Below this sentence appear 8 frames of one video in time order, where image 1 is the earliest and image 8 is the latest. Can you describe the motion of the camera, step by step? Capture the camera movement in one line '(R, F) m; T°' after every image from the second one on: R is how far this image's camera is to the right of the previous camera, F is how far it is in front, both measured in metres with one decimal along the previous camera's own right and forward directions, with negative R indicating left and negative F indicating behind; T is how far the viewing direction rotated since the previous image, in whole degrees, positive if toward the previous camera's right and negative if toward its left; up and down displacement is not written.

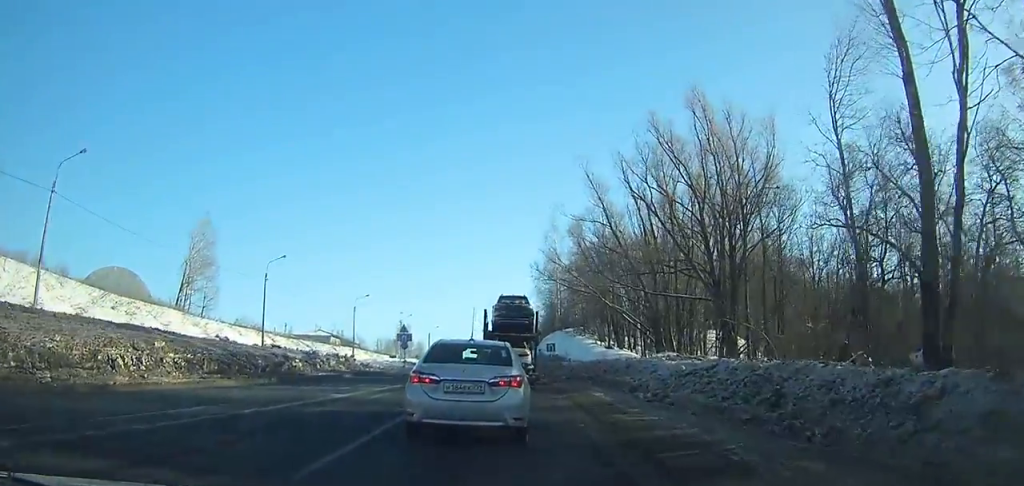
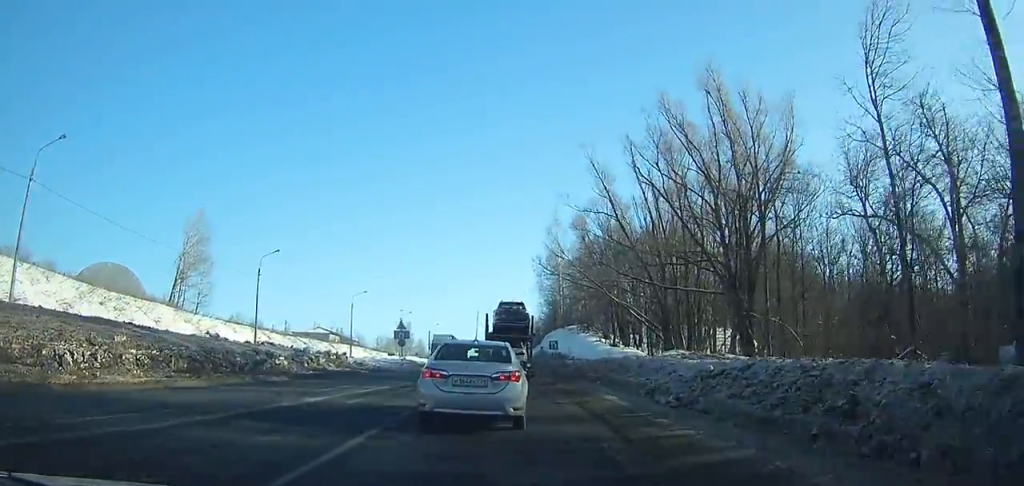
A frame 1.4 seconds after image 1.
(0.0, +3.8) m; -1°
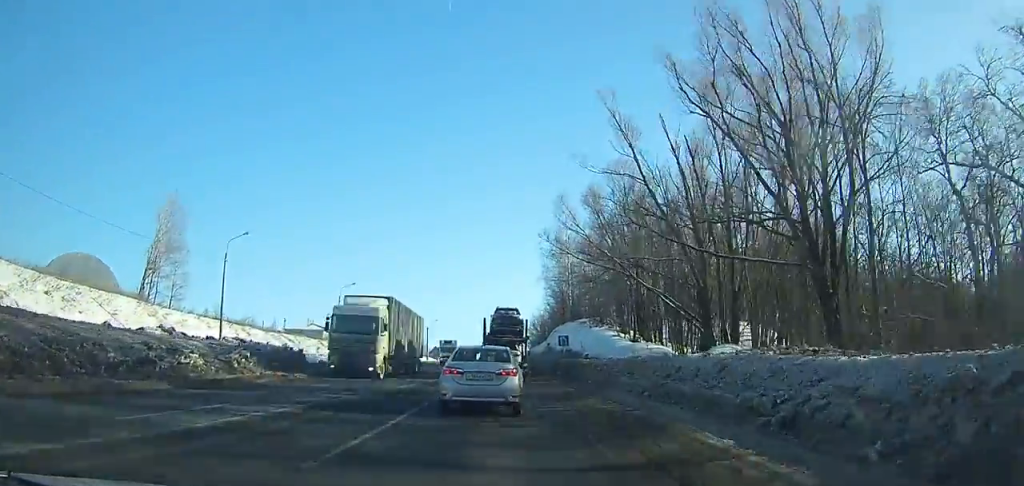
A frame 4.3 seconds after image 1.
(-0.1, +9.4) m; -1°
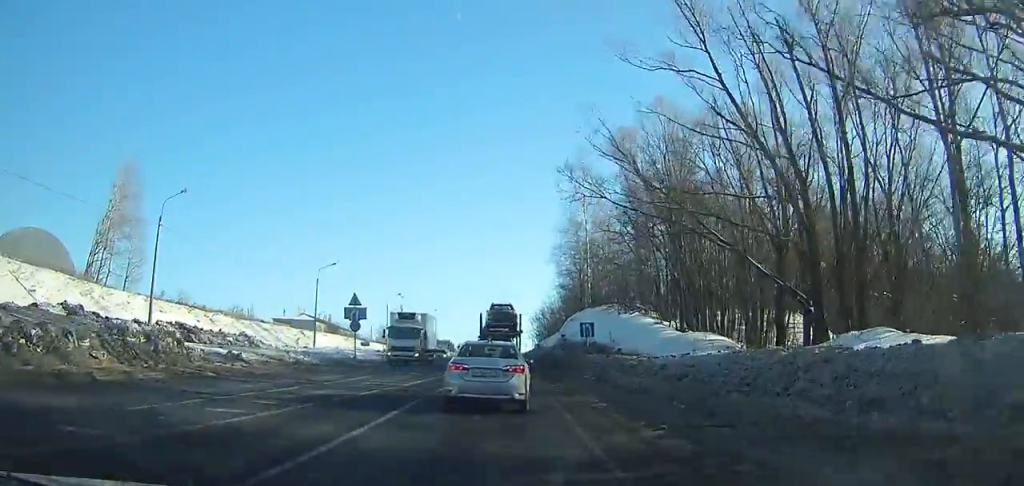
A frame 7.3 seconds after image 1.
(0.0, +12.5) m; -1°
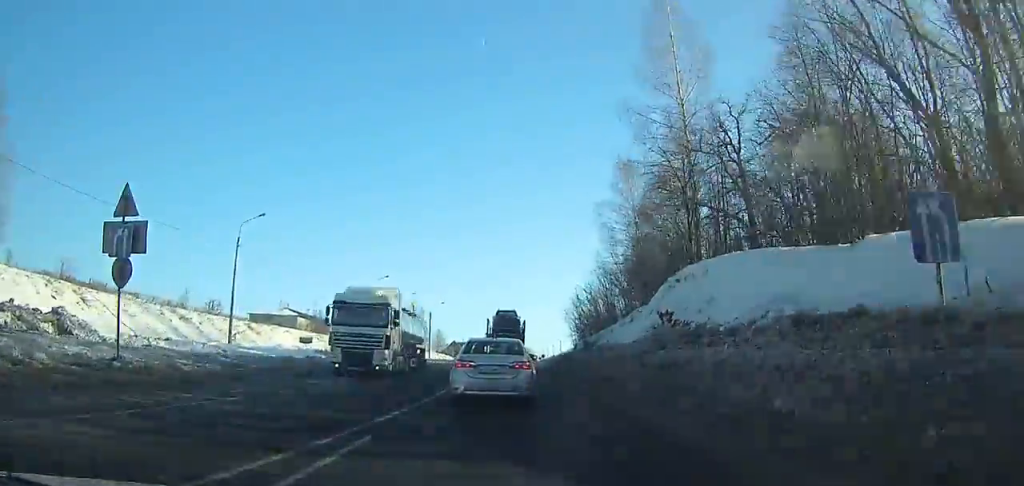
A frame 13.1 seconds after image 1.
(-1.1, +30.9) m; -4°
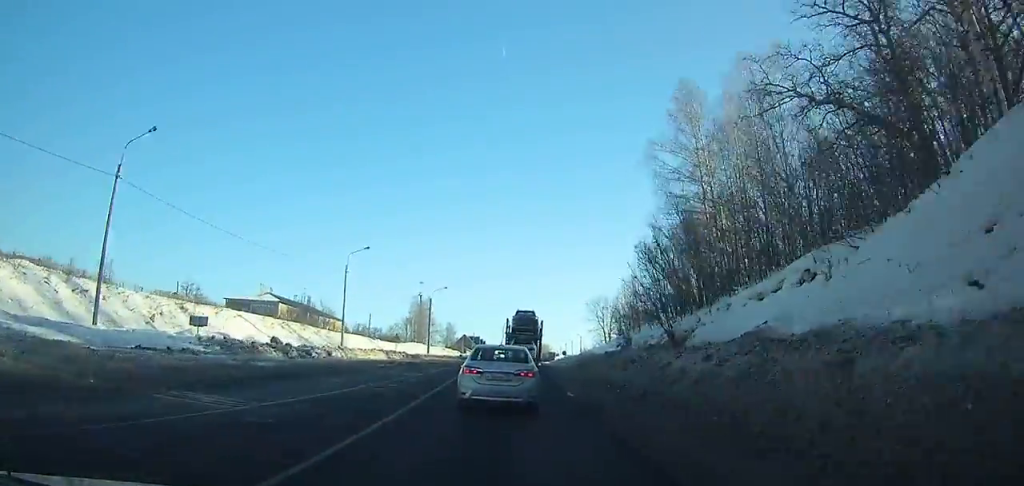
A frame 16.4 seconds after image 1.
(-0.3, +21.3) m; -2°
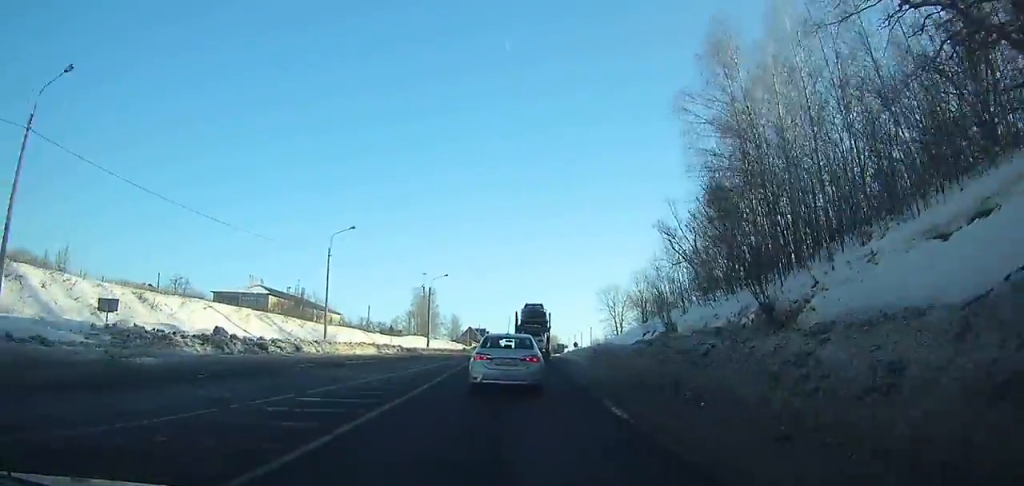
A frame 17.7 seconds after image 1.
(+0.1, +8.9) m; -1°
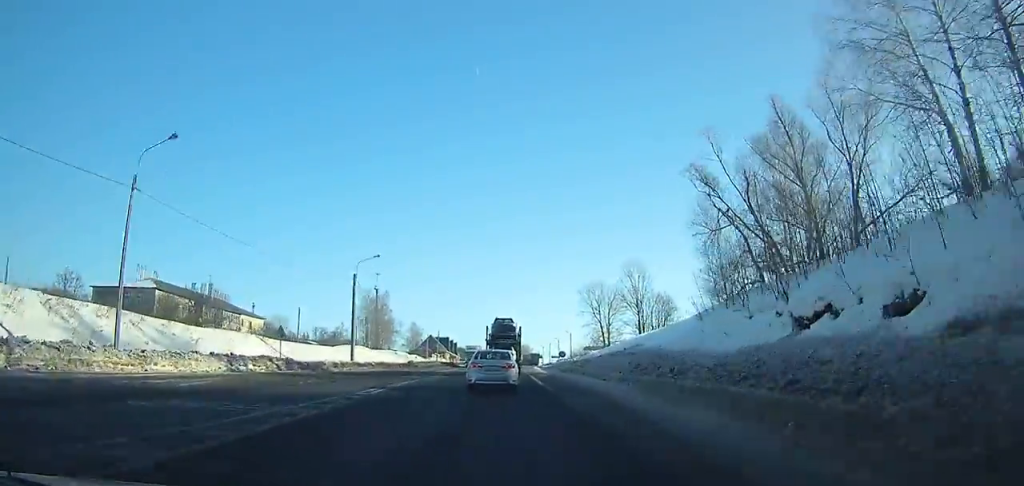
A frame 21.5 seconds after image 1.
(-0.3, +30.1) m; +1°
